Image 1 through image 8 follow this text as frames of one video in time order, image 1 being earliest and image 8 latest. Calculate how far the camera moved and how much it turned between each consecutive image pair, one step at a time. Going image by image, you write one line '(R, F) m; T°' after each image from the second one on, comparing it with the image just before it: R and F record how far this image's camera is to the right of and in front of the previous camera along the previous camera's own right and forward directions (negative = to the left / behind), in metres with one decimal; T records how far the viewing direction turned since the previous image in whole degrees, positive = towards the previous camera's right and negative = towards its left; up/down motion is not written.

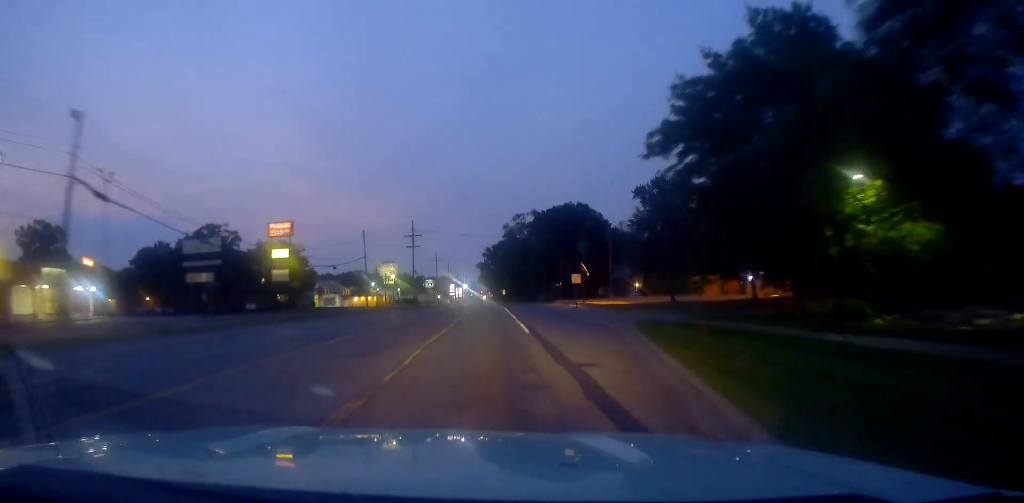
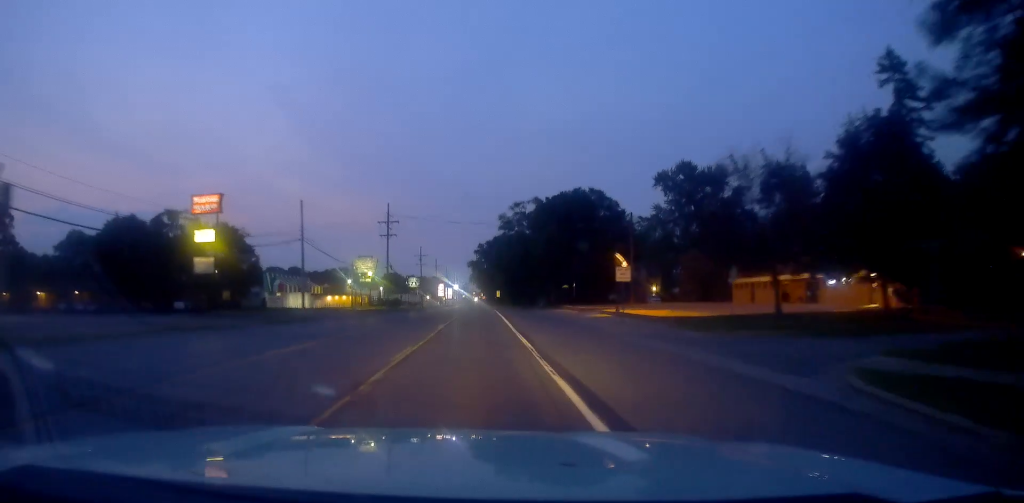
(+0.1, +19.0) m; 0°
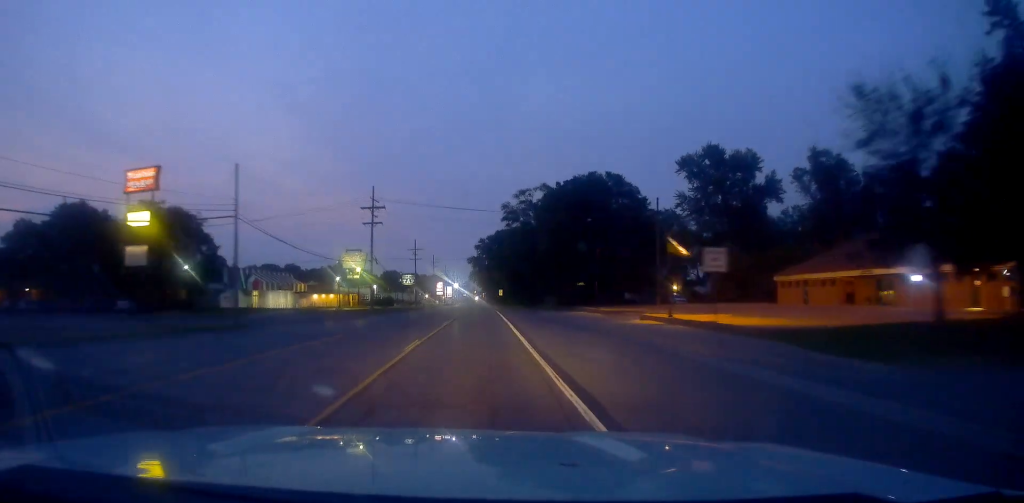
(0.0, +11.8) m; -1°
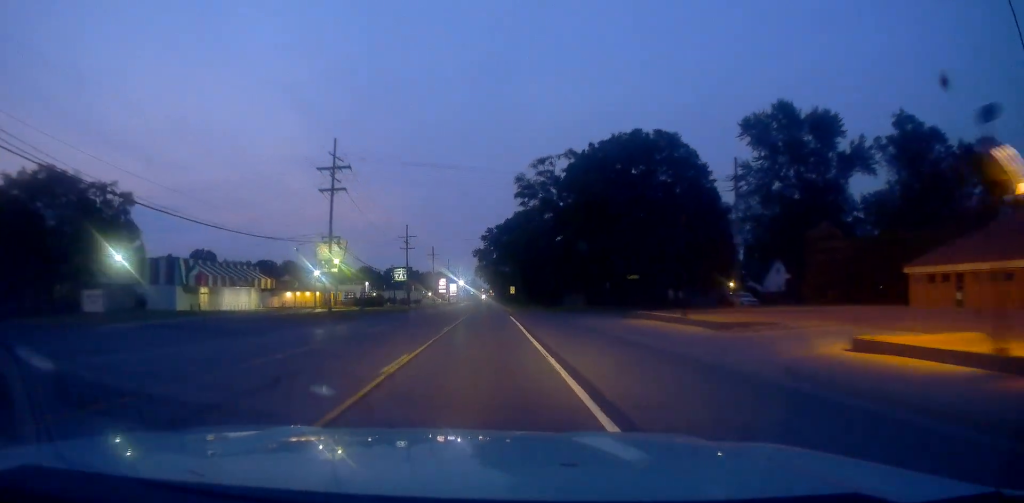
(-0.2, +20.9) m; -1°
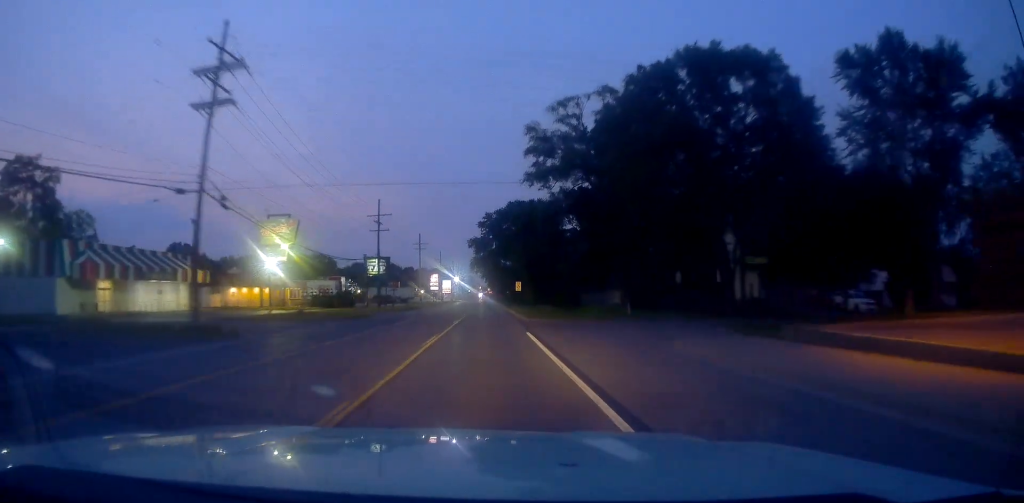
(0.0, +21.9) m; 0°
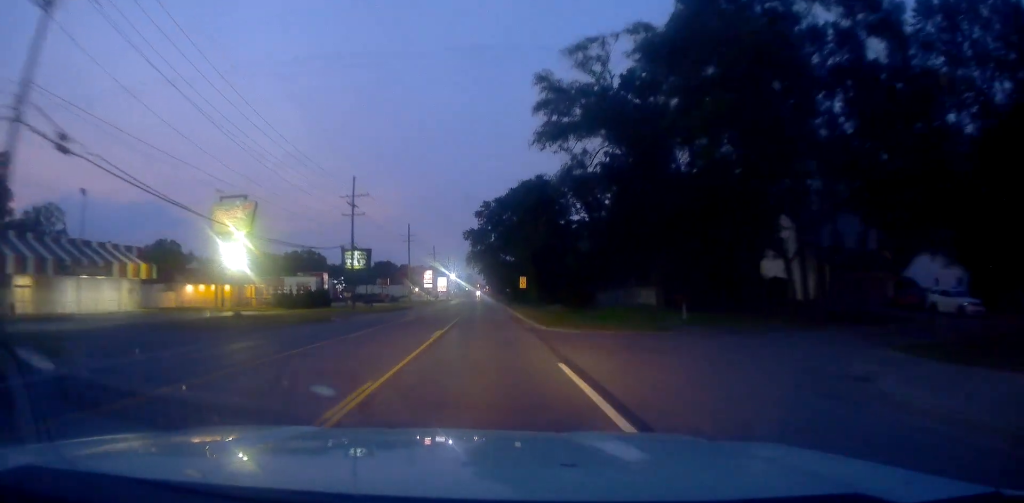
(-0.1, +11.8) m; +1°
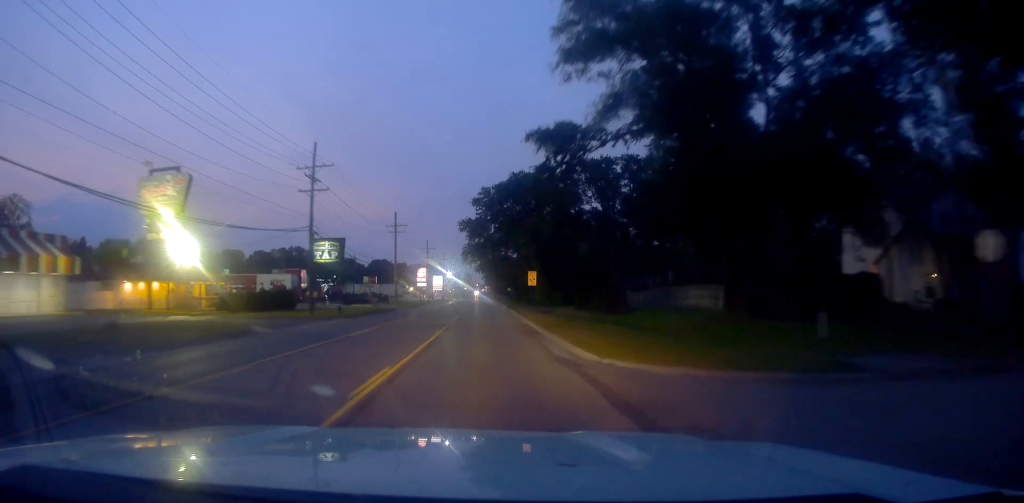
(+0.3, +12.2) m; +1°
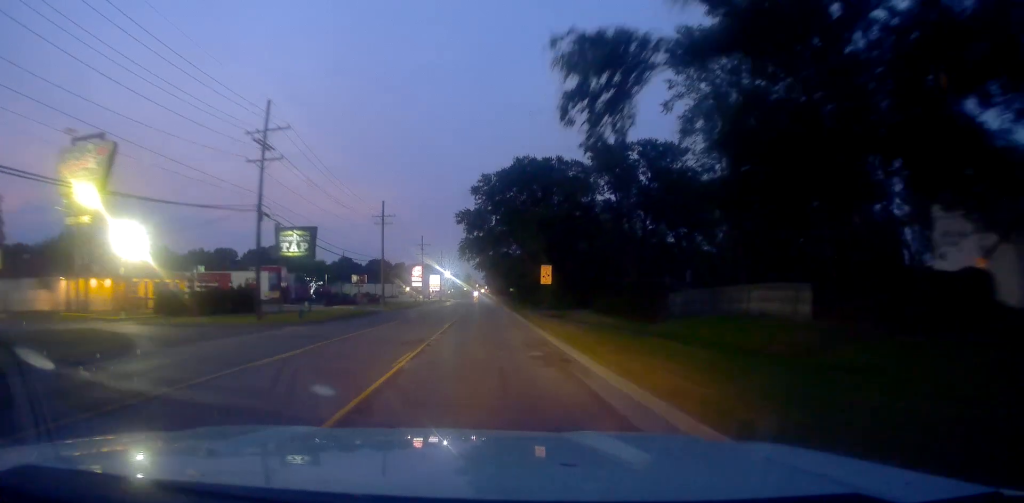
(+0.1, +9.5) m; 0°
